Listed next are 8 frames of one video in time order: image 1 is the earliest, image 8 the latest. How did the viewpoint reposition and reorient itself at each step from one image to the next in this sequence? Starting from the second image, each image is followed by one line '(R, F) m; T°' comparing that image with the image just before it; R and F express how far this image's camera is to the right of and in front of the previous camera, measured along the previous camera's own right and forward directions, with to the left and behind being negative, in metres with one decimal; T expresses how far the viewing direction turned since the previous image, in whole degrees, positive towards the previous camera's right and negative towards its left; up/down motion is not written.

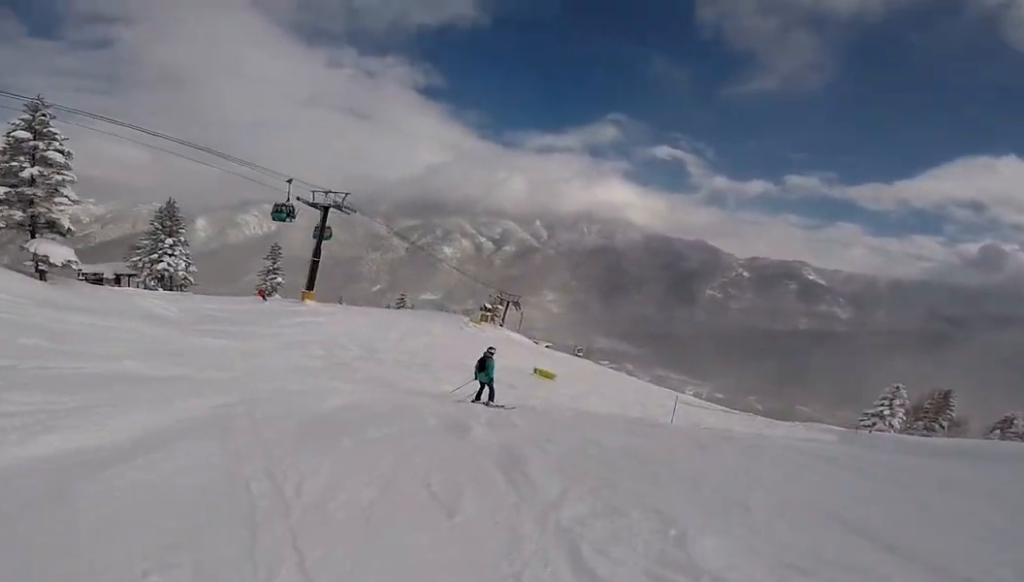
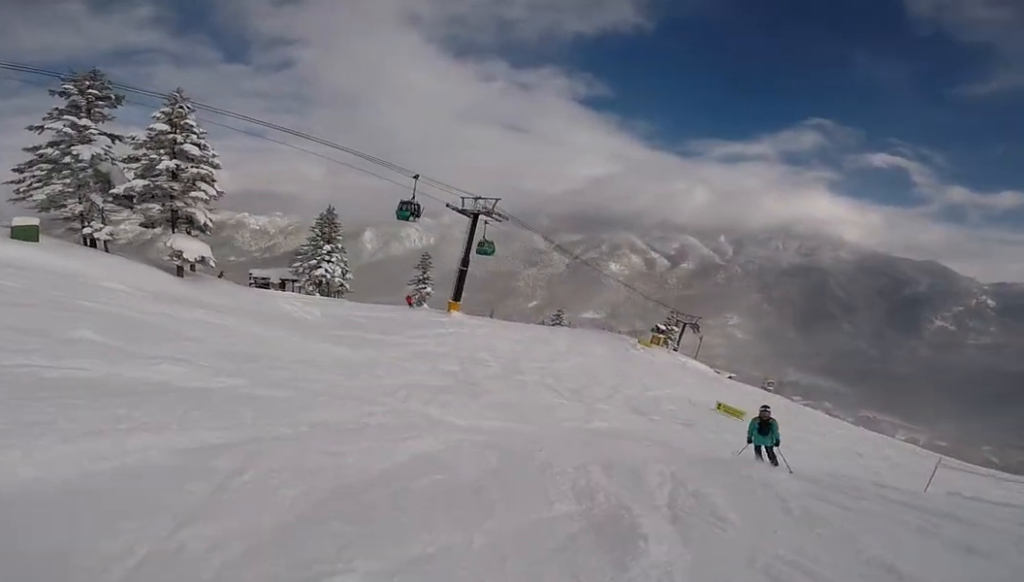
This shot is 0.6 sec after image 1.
(0.0, +3.4) m; +2°
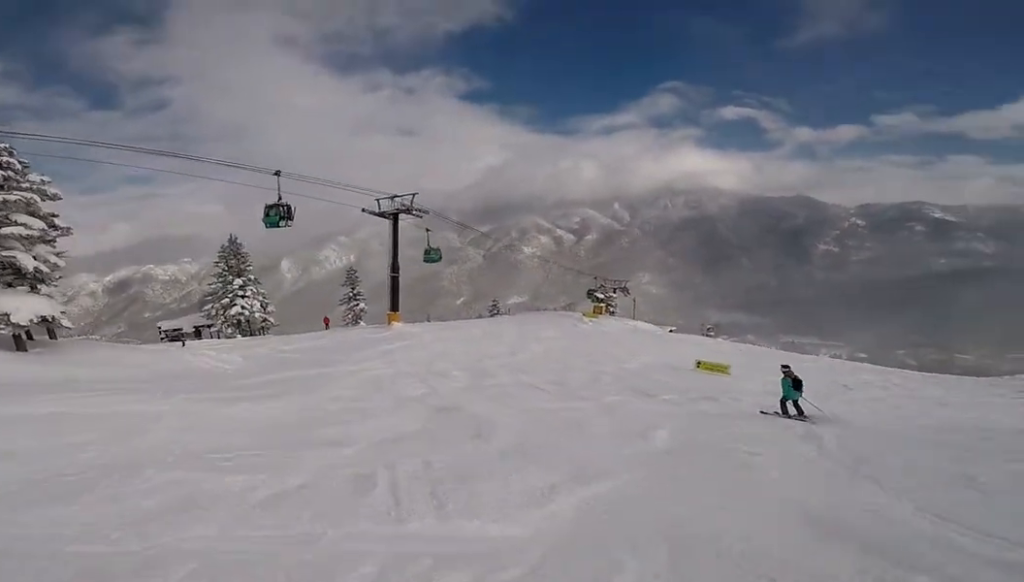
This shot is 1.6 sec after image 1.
(+0.2, +5.3) m; +8°
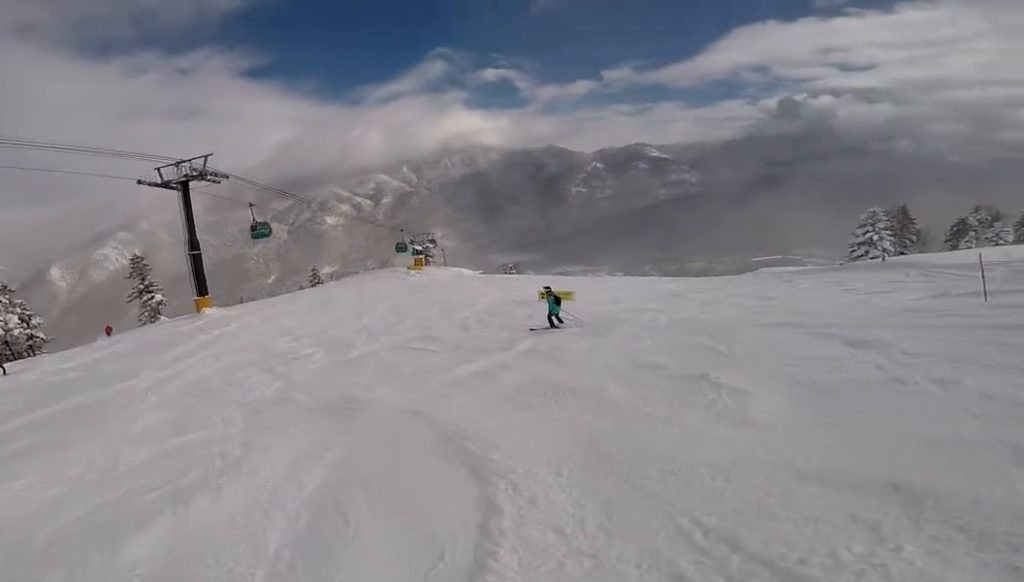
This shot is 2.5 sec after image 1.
(+0.5, +5.3) m; +11°
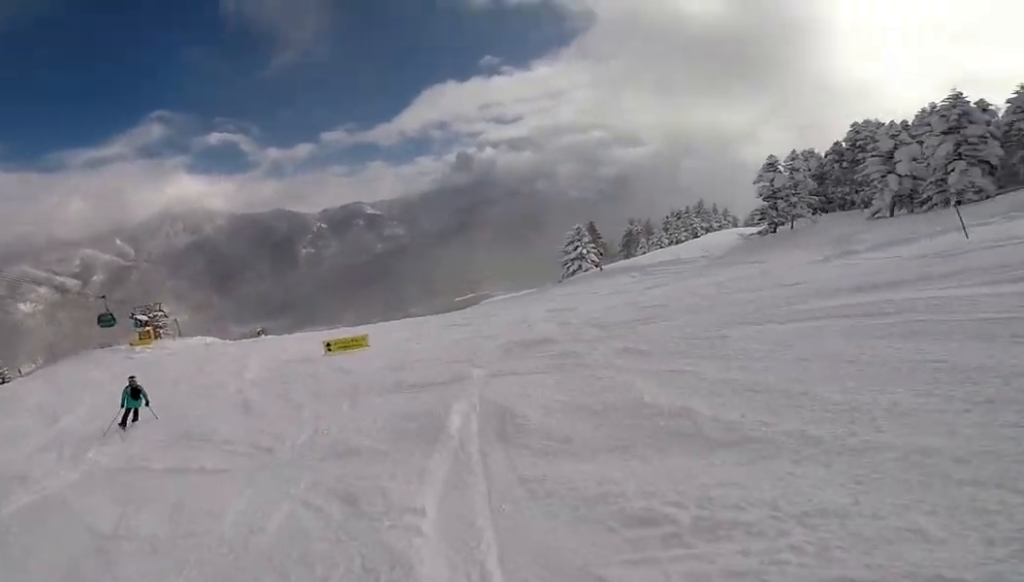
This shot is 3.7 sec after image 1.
(+1.0, +7.7) m; +32°
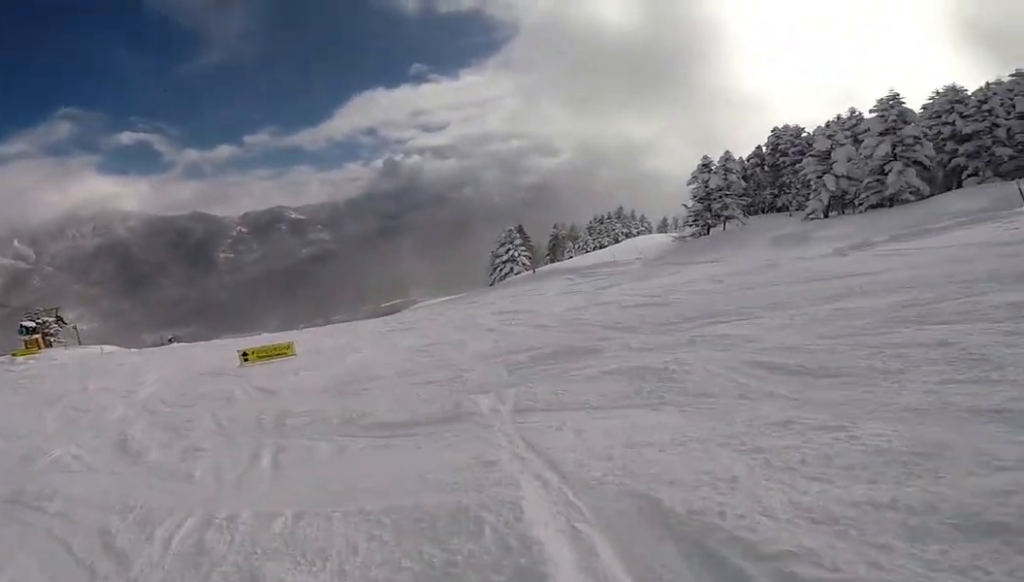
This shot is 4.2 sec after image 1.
(+0.5, +2.5) m; +12°
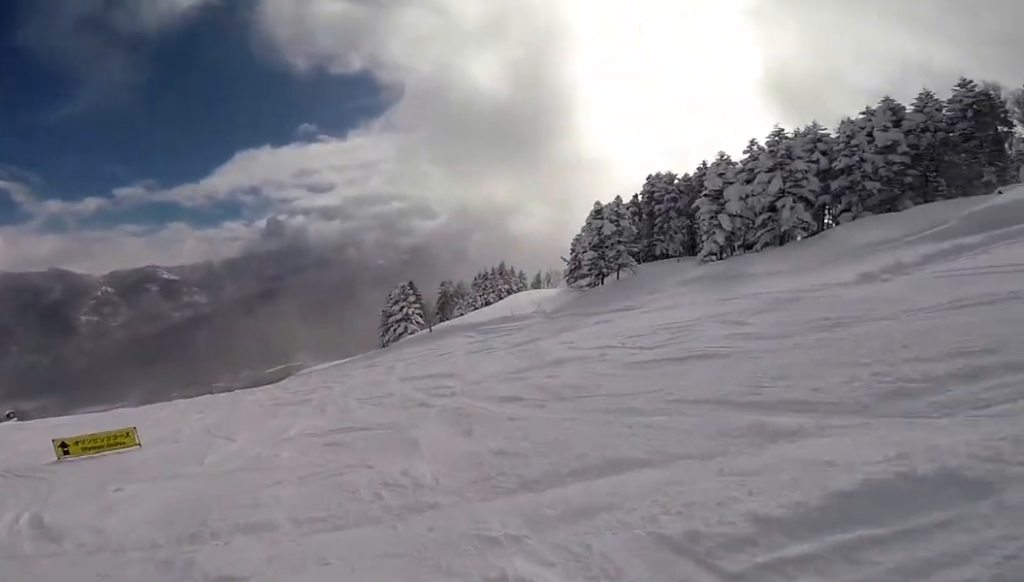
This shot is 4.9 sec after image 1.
(+1.8, +4.1) m; +12°
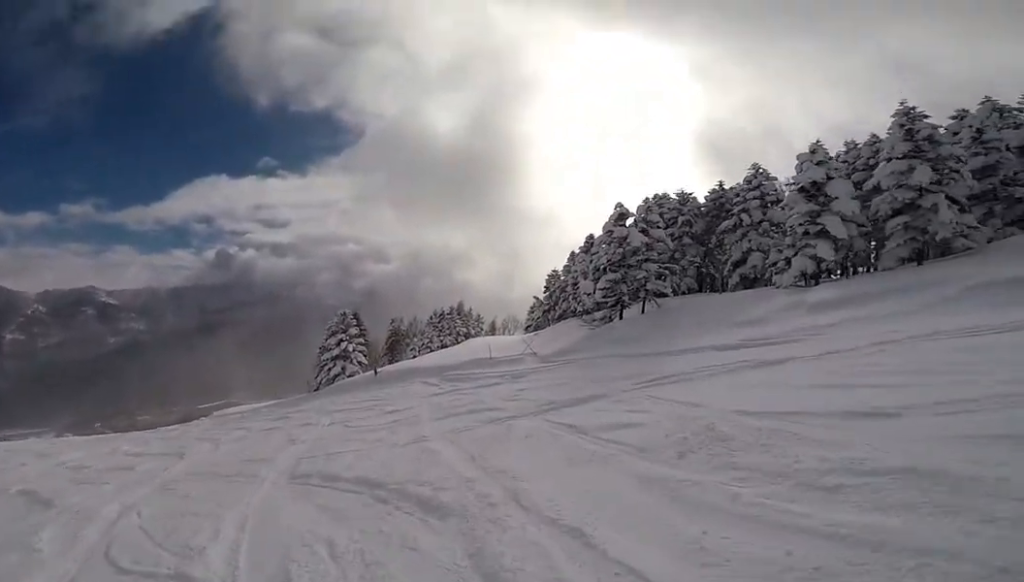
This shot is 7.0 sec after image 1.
(+0.3, +12.6) m; +1°
